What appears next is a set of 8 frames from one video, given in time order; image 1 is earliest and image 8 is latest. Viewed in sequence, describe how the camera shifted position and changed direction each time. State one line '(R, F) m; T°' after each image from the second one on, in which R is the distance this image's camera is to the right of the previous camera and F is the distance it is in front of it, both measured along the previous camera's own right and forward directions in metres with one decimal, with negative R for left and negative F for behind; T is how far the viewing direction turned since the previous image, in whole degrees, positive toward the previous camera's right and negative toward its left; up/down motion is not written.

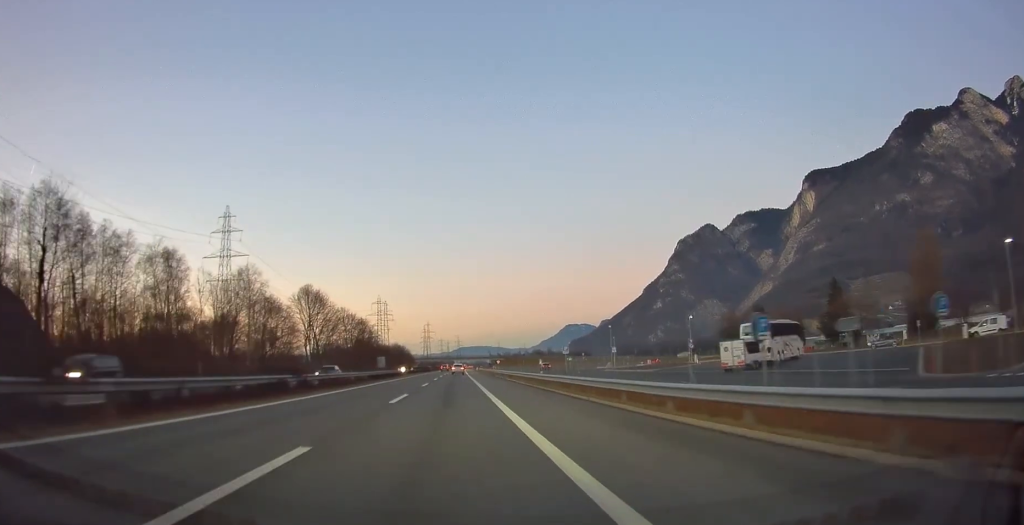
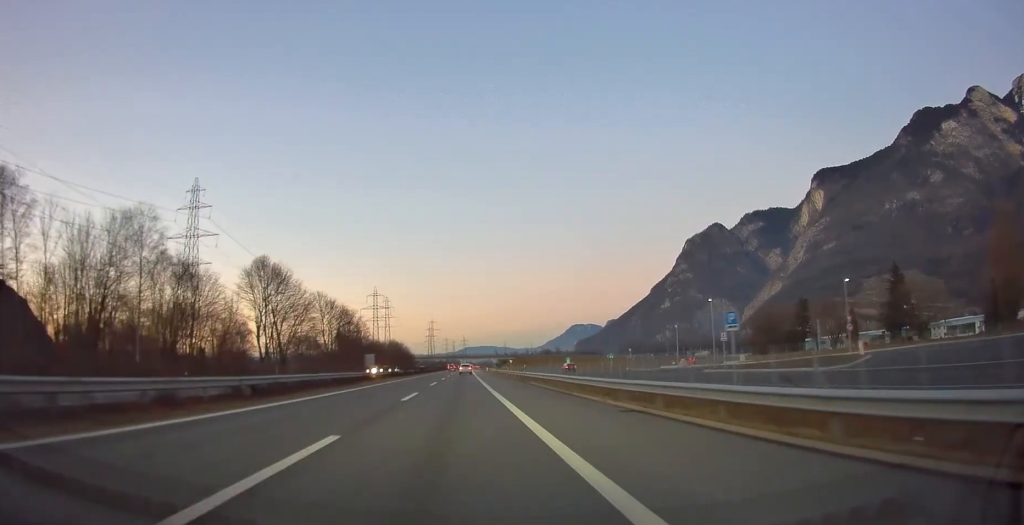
(-0.3, +34.5) m; -1°
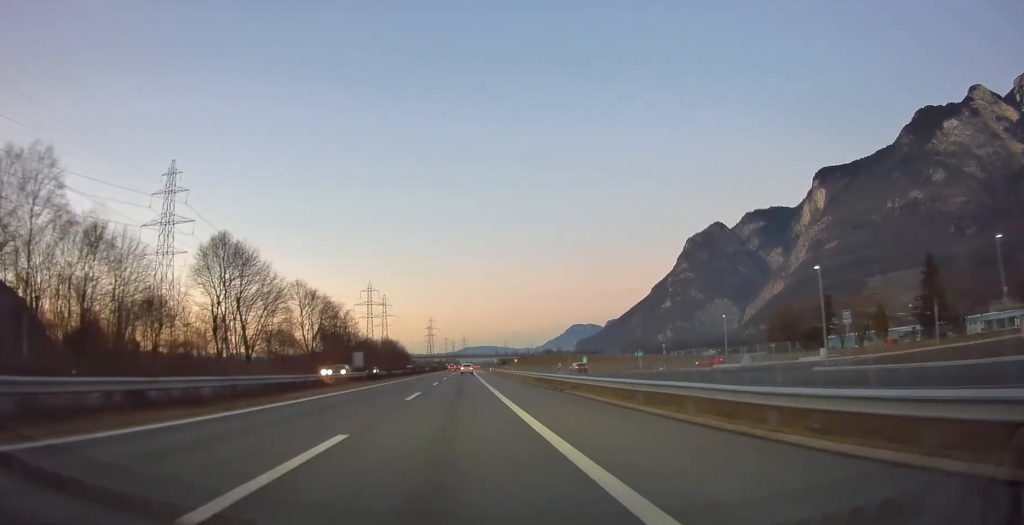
(-0.1, +17.3) m; 0°
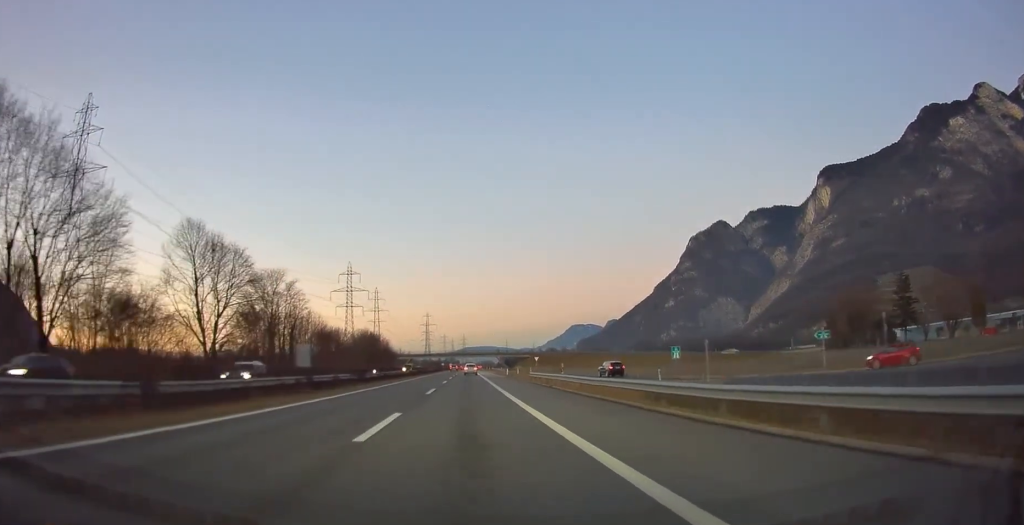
(0.0, +49.8) m; 0°
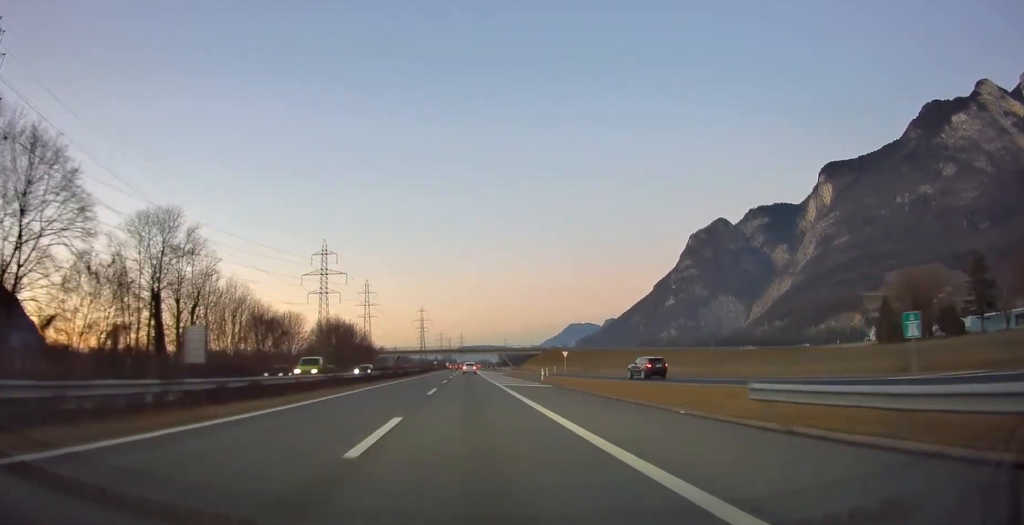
(-0.1, +38.9) m; 0°
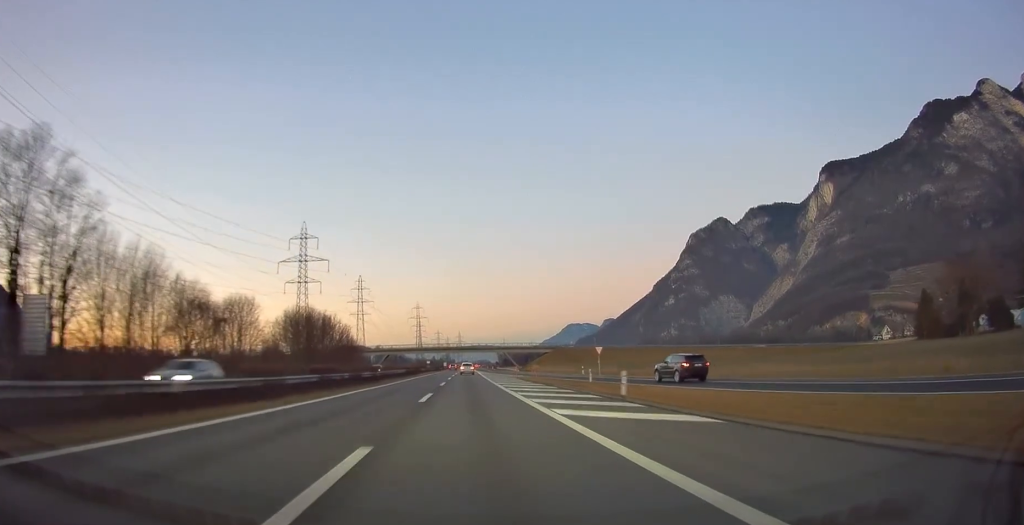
(0.0, +23.8) m; 0°
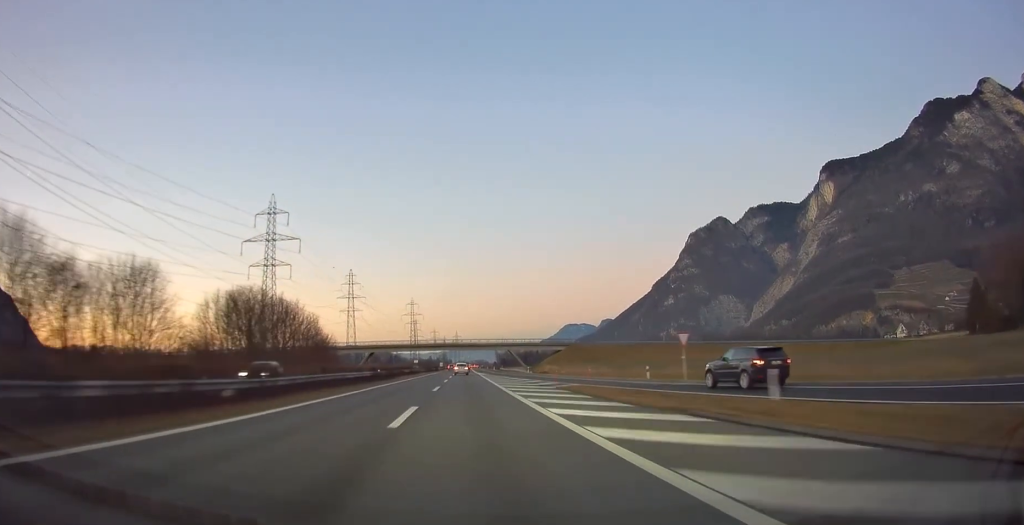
(+0.2, +26.0) m; 0°
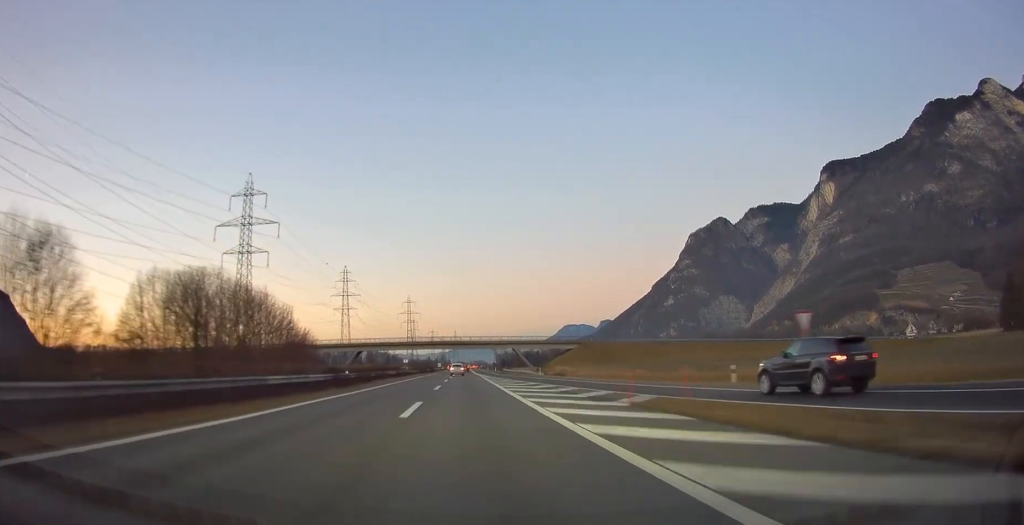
(0.0, +16.2) m; 0°
